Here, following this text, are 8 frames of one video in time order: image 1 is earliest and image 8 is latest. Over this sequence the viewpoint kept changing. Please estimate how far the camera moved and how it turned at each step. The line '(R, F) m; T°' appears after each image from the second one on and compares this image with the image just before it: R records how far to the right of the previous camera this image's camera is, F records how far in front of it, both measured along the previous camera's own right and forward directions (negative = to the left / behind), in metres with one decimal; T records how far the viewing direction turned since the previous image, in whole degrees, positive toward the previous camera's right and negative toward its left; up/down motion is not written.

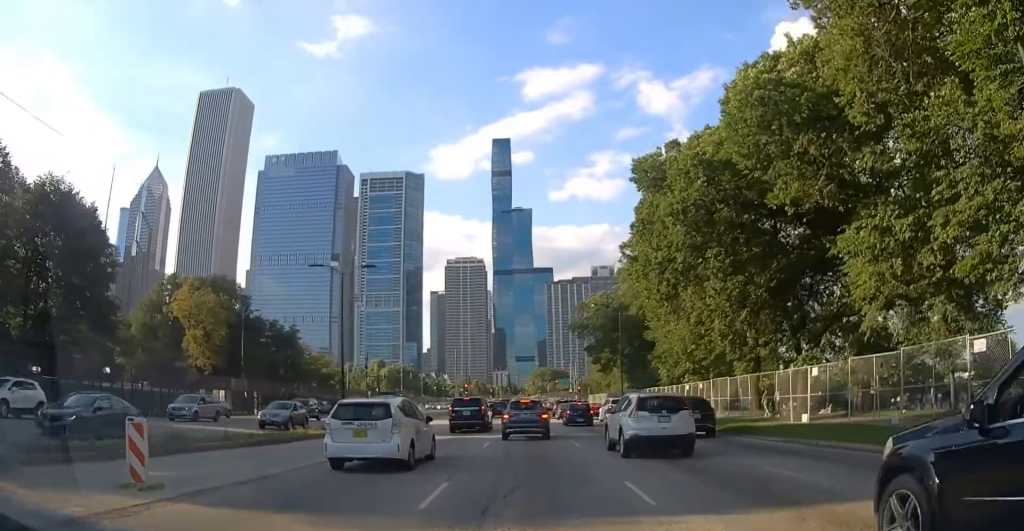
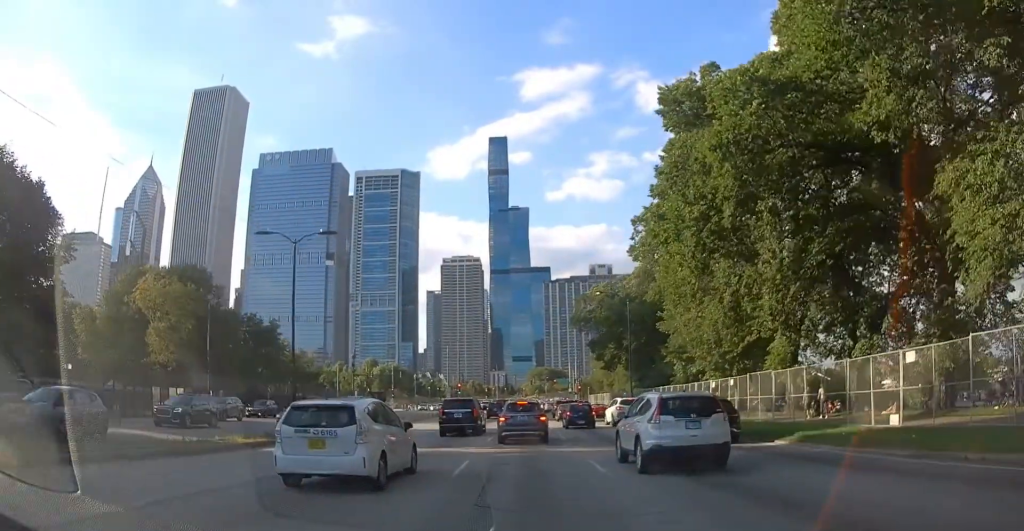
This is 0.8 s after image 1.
(0.0, +7.9) m; 0°
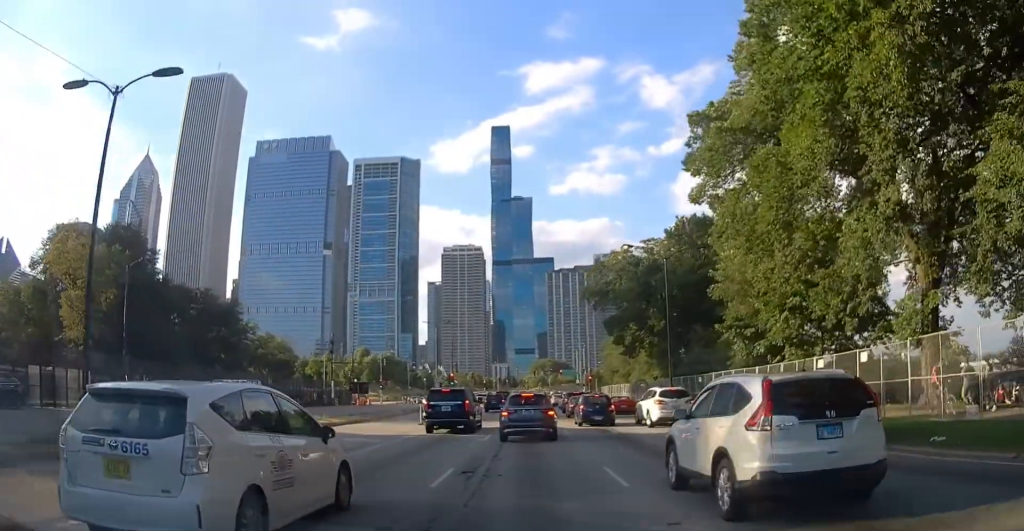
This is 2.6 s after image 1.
(0.0, +15.7) m; 0°
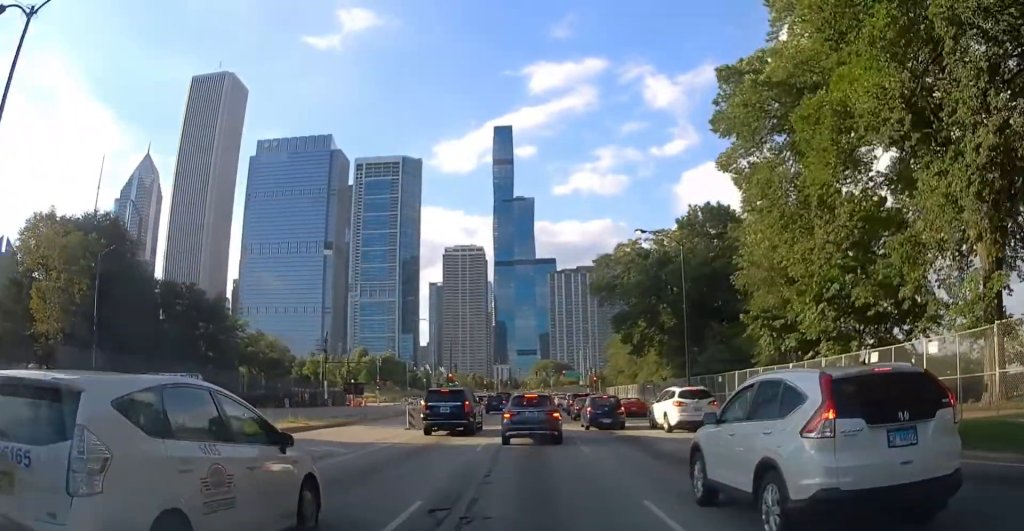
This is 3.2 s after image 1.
(0.0, +4.5) m; 0°
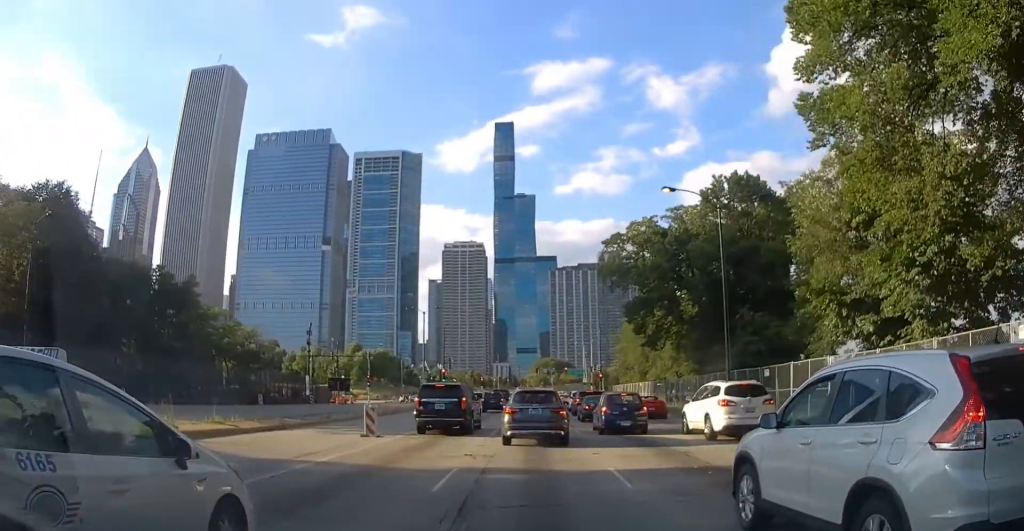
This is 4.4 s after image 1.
(0.0, +8.1) m; 0°
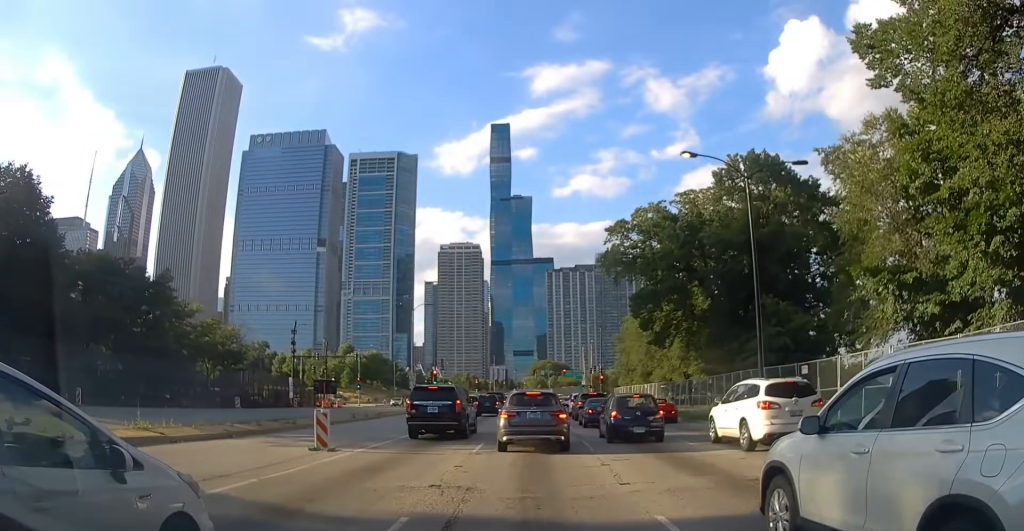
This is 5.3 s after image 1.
(0.0, +5.0) m; 0°
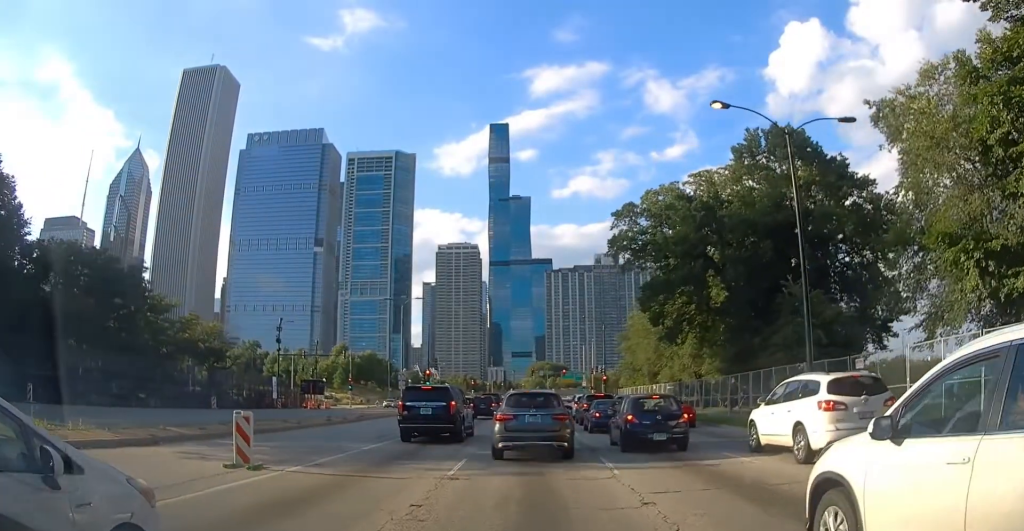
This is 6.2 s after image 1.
(0.0, +4.6) m; 0°
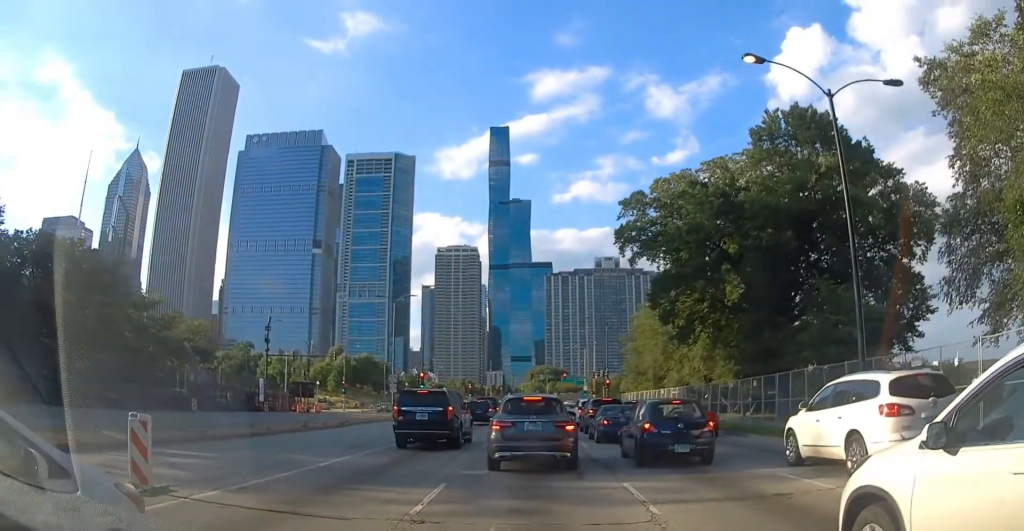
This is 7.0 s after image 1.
(0.0, +3.6) m; 0°
